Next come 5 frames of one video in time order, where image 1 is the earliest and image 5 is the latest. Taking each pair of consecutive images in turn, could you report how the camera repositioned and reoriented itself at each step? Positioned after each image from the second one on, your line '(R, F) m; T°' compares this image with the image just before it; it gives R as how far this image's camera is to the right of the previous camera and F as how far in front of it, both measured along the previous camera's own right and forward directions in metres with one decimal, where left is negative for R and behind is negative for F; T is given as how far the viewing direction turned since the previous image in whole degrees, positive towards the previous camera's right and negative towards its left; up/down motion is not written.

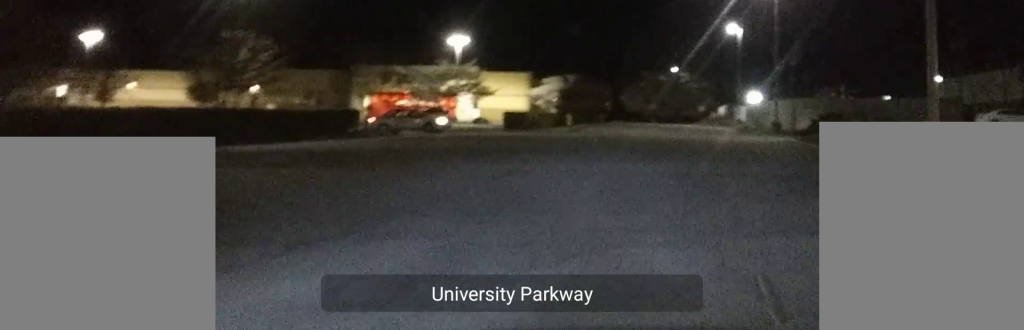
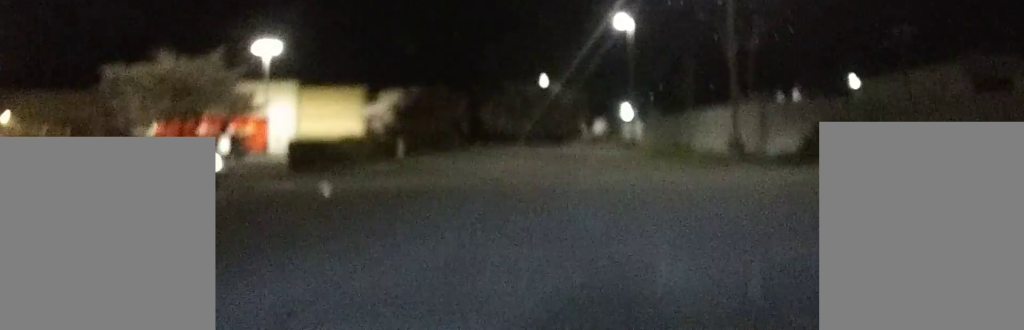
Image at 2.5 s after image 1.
(+2.7, +21.5) m; +10°
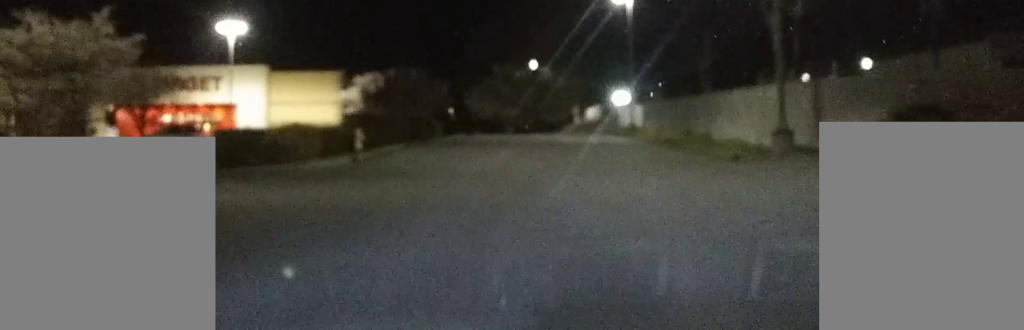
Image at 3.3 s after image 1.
(+0.1, +8.5) m; +1°
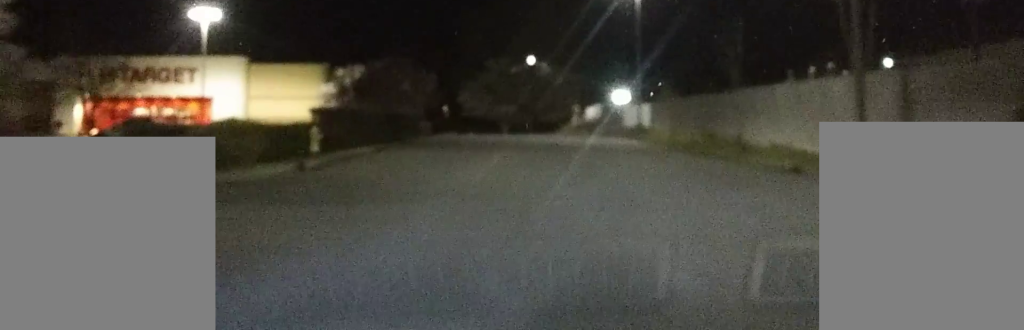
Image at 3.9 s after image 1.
(0.0, +6.5) m; 0°
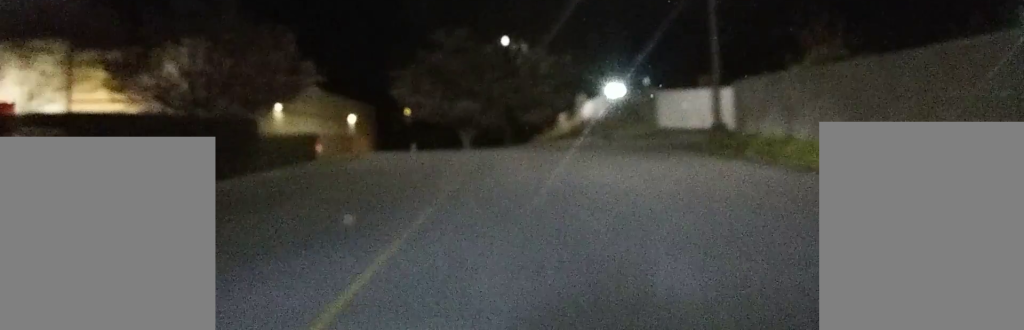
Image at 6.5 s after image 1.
(-0.1, +33.2) m; -2°
